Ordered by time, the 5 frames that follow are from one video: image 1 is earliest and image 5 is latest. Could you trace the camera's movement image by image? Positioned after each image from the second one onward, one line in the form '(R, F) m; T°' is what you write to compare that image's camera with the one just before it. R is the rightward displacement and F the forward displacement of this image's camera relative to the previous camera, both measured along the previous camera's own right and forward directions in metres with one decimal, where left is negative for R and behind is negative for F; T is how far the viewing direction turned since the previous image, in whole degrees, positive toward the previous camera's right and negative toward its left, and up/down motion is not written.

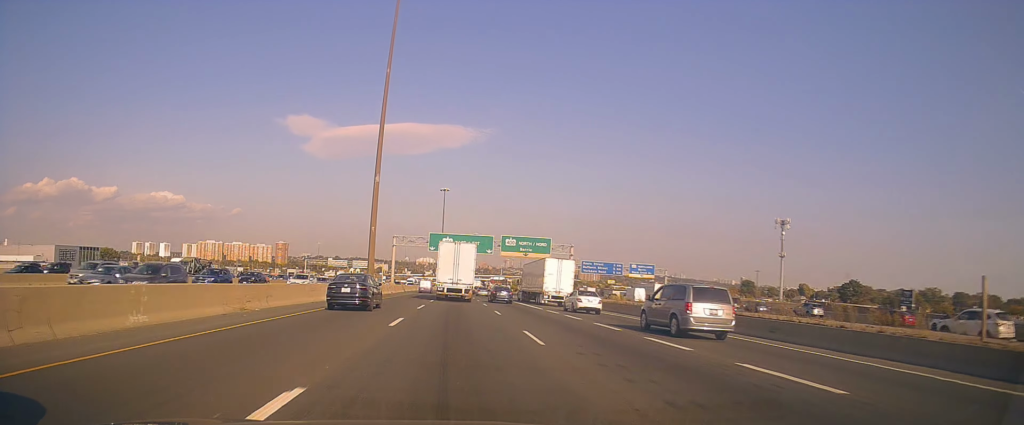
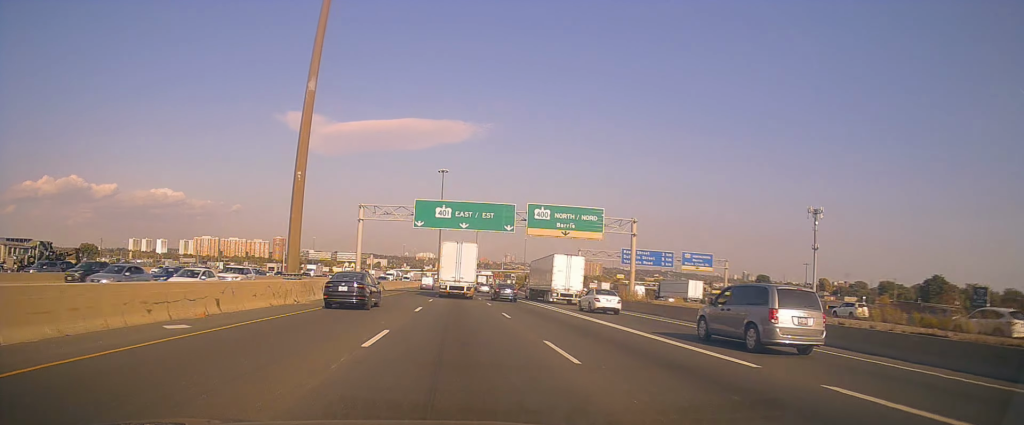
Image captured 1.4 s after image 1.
(+0.9, +27.1) m; 0°
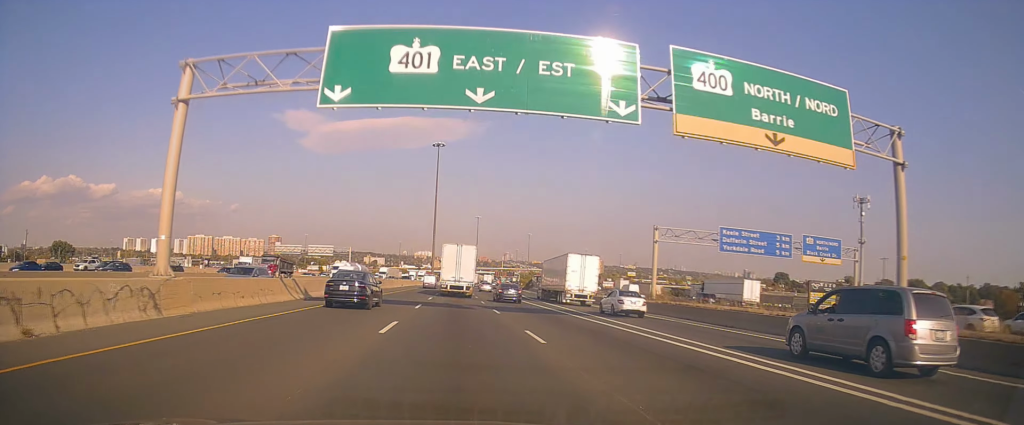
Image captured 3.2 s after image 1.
(-0.8, +33.7) m; -2°
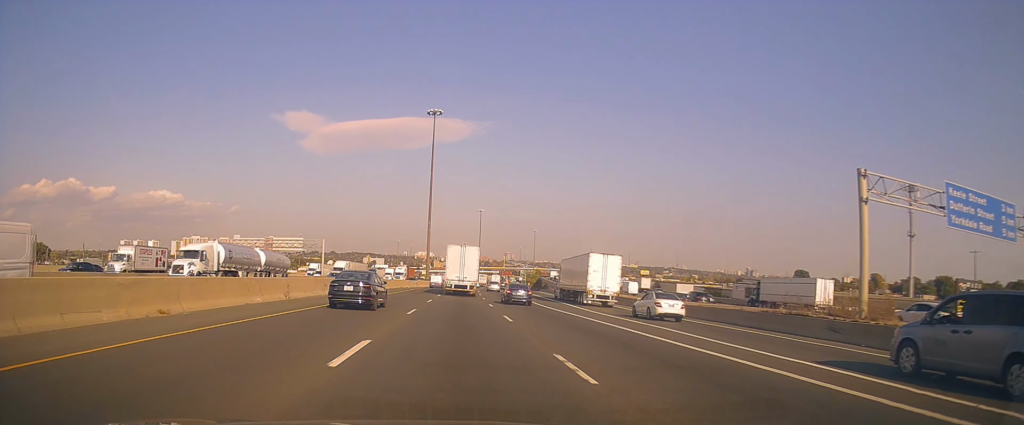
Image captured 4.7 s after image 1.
(-0.3, +29.0) m; +1°
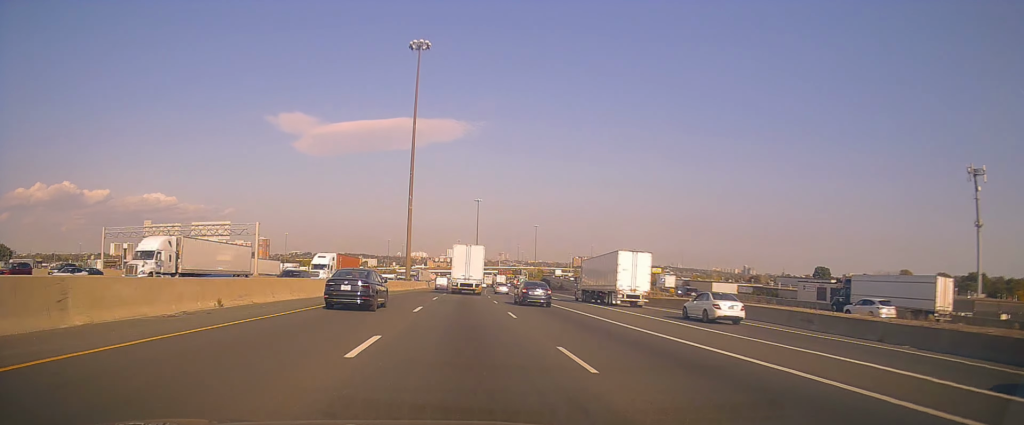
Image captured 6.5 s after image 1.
(+1.0, +35.6) m; +2°
